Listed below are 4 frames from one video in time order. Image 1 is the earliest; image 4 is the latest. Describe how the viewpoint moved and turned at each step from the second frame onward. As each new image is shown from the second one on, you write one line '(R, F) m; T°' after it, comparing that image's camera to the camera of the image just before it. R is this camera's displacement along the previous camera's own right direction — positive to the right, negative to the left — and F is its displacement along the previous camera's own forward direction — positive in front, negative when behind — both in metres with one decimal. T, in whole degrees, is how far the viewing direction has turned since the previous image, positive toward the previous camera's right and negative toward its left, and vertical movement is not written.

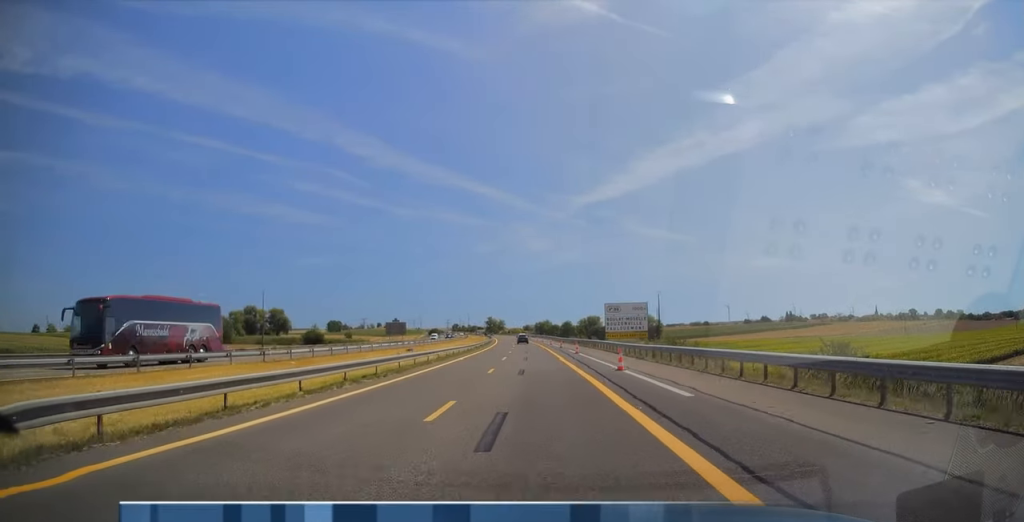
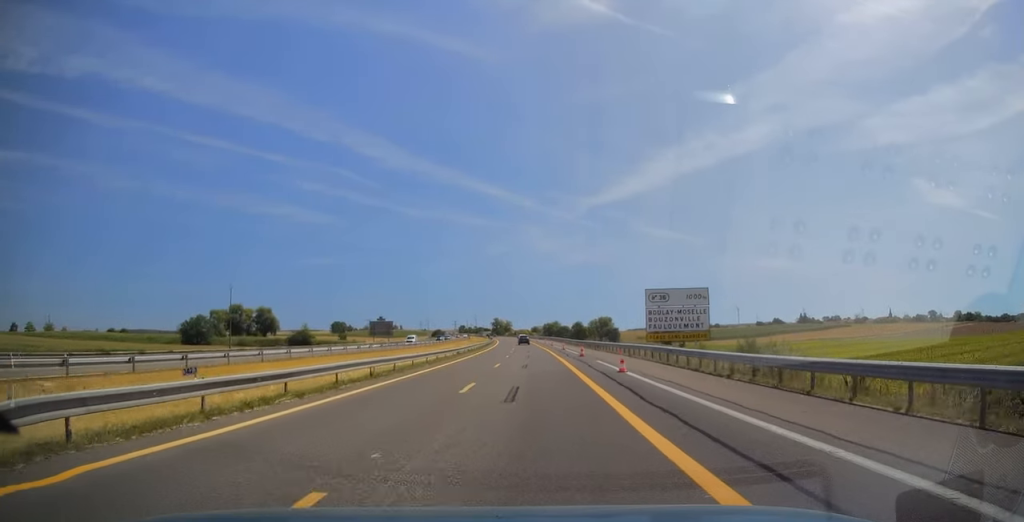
(-0.2, +20.7) m; -2°
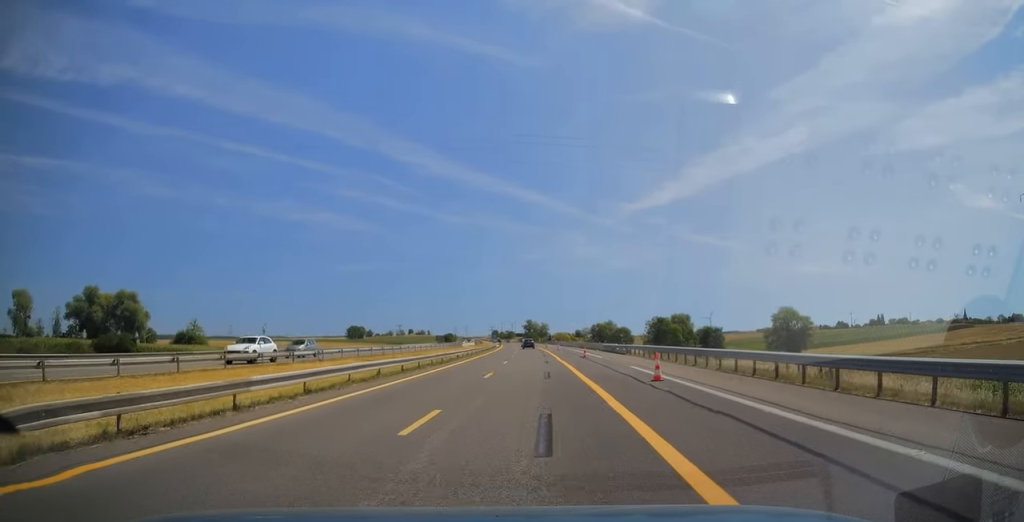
(-2.4, +110.5) m; -3°
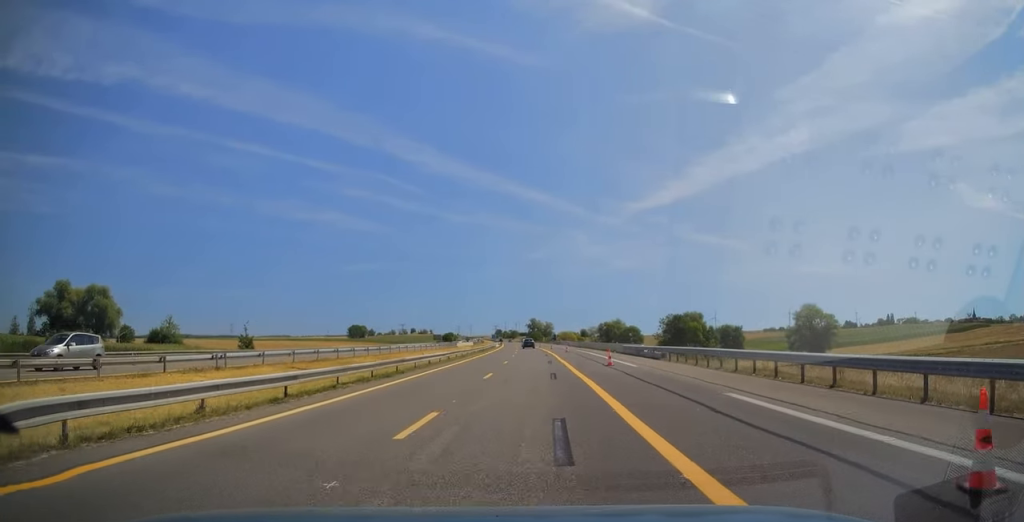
(-0.1, +13.4) m; -1°
